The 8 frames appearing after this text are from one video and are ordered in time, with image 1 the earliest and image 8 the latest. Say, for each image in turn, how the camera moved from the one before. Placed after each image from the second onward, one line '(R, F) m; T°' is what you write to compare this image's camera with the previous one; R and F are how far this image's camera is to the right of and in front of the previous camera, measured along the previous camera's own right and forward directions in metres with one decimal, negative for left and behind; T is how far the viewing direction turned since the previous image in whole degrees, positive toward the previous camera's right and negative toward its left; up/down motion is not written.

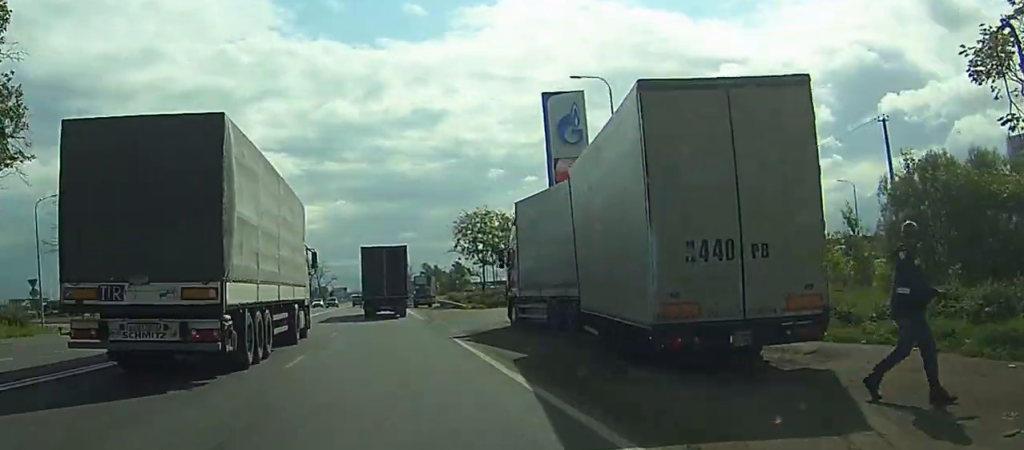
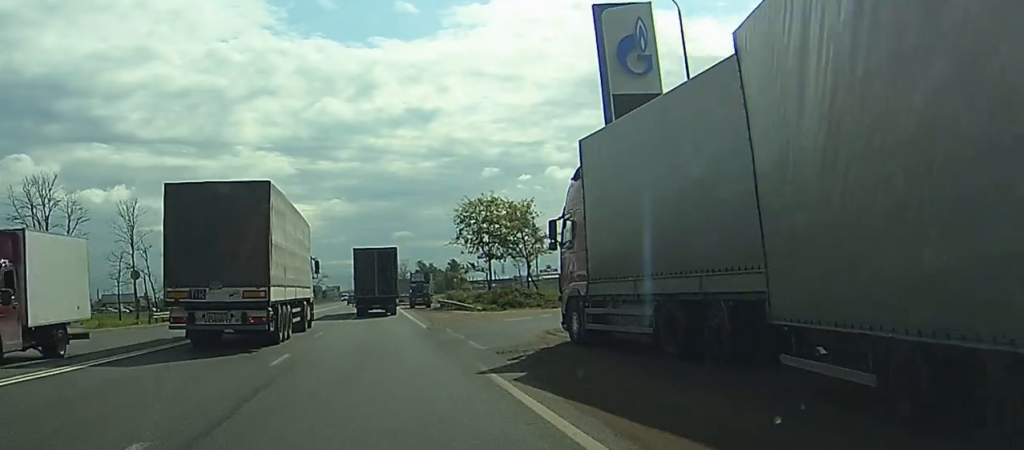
(-2.7, +11.3) m; -14°
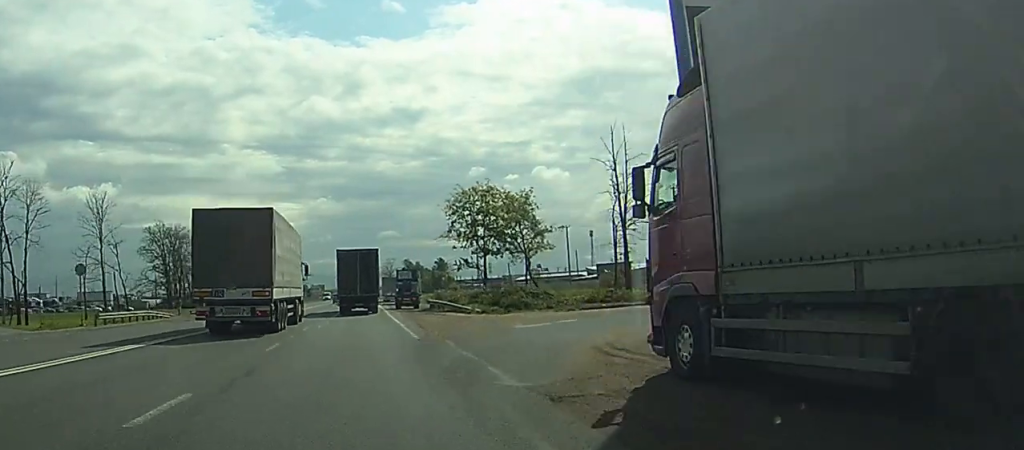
(-1.3, +9.3) m; -5°
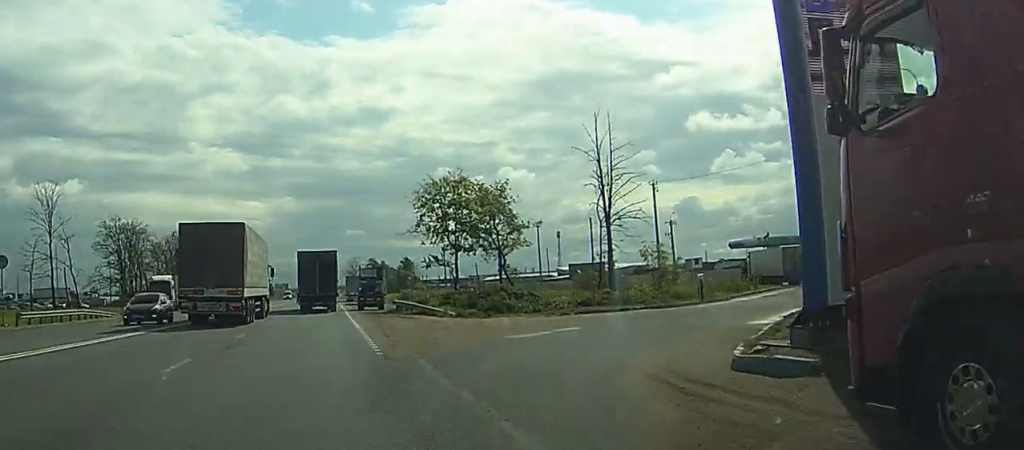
(+0.1, +7.3) m; +6°
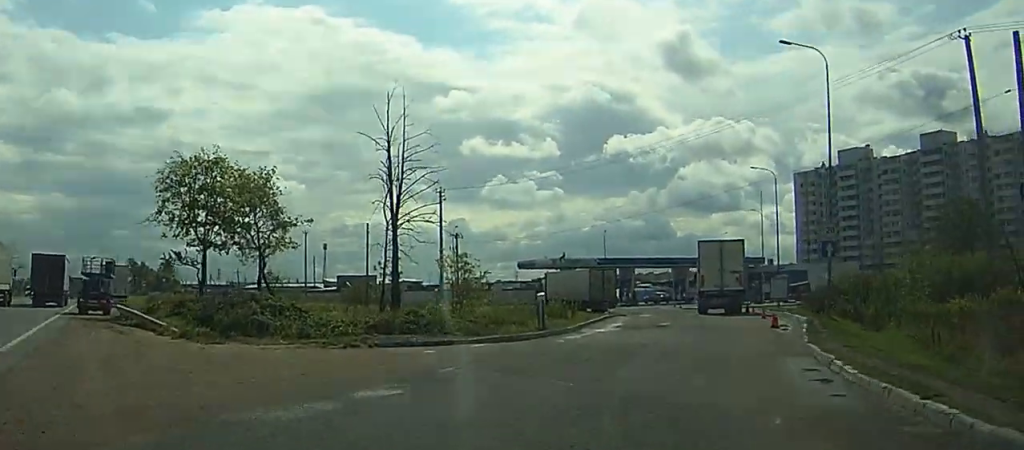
(+2.2, +15.2) m; +15°
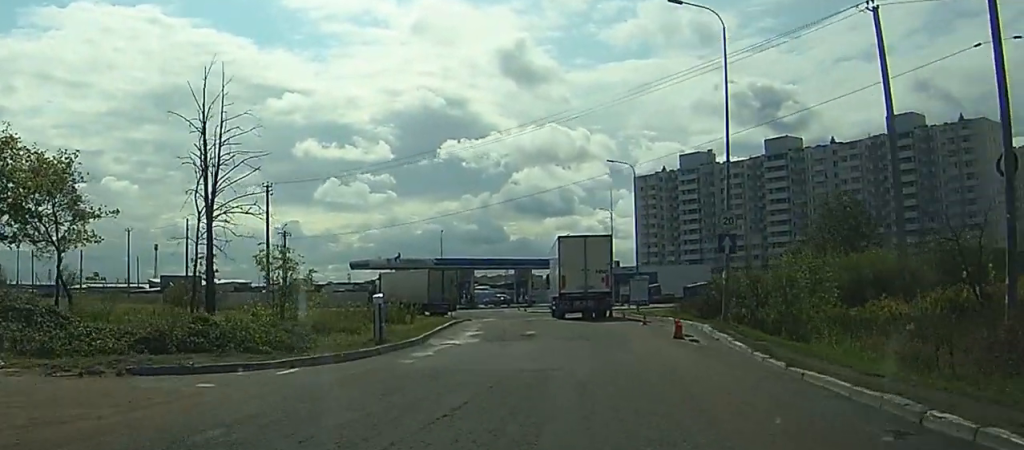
(+0.5, +7.5) m; +7°
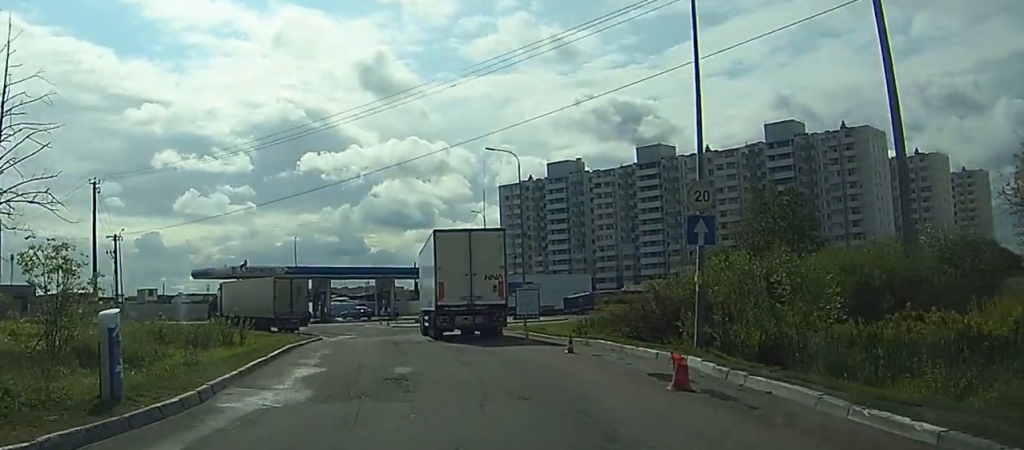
(+1.1, +11.5) m; +13°
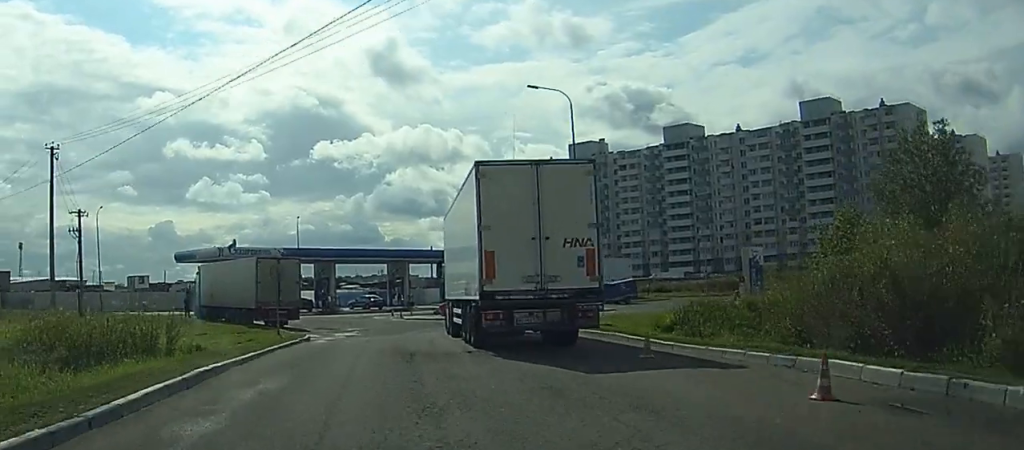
(+1.6, +12.5) m; +8°
